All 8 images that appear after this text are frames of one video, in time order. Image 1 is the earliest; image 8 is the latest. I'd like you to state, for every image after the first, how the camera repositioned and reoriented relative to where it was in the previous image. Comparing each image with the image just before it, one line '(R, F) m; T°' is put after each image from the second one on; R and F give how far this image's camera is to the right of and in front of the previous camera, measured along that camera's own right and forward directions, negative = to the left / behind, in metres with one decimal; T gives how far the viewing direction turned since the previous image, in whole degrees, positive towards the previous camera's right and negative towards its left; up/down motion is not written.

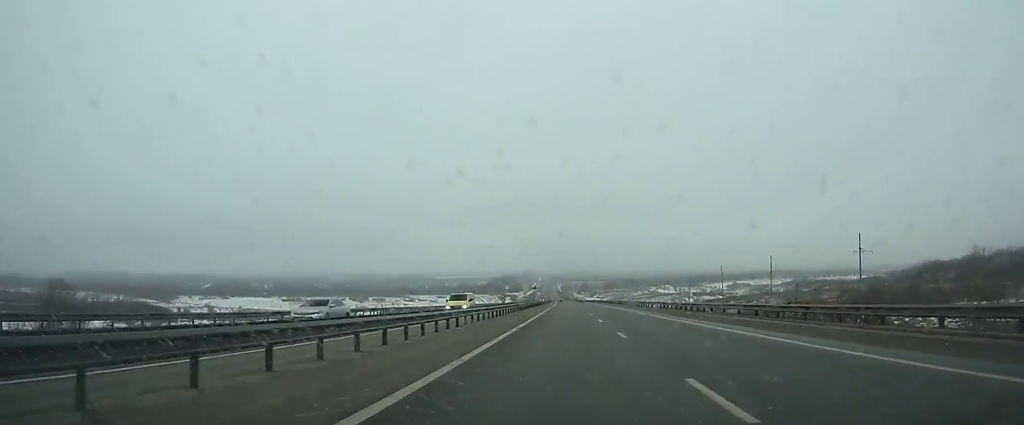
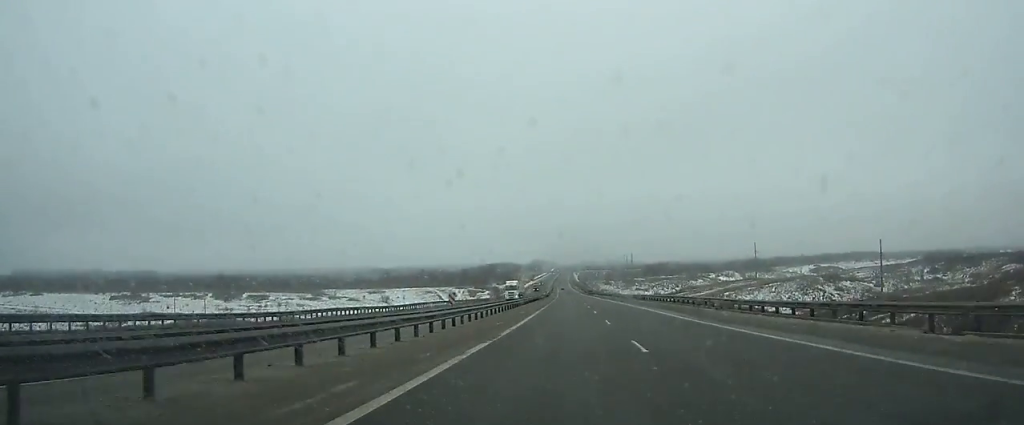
(-3.4, +259.1) m; -2°
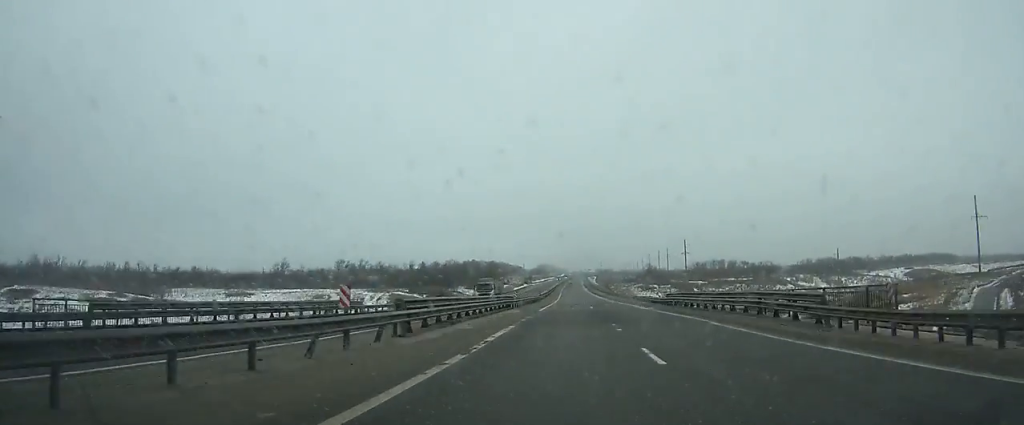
(-1.3, +170.7) m; -1°
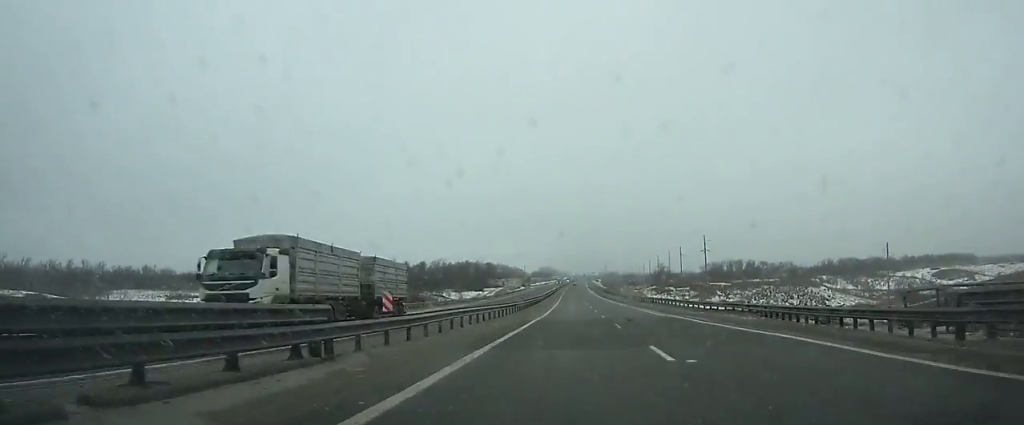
(-0.1, +35.8) m; 0°
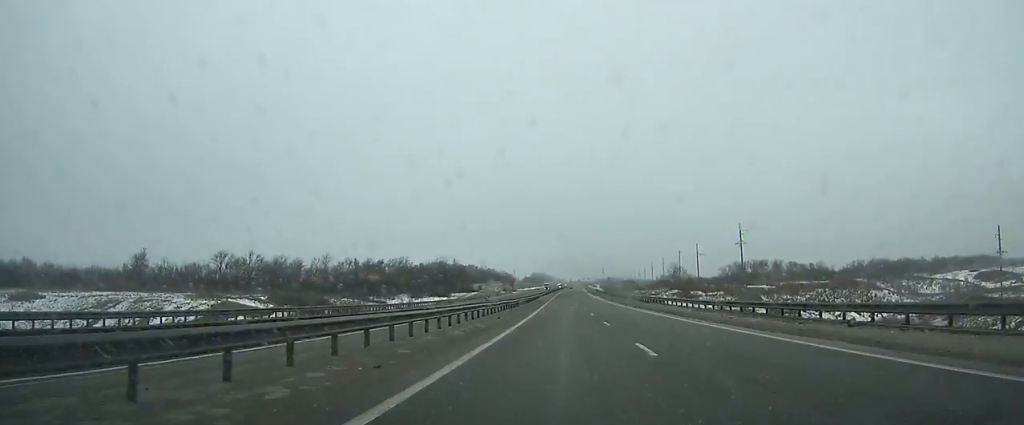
(-0.1, +59.6) m; 0°
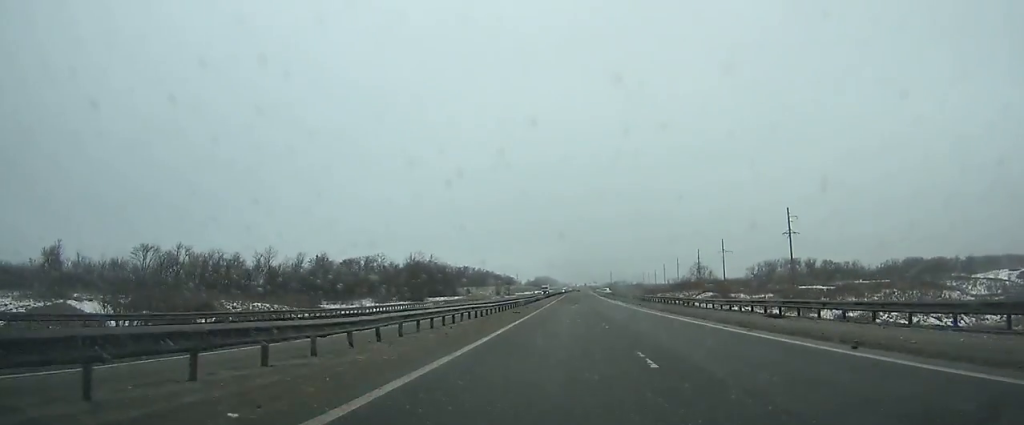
(-0.1, +38.4) m; 0°
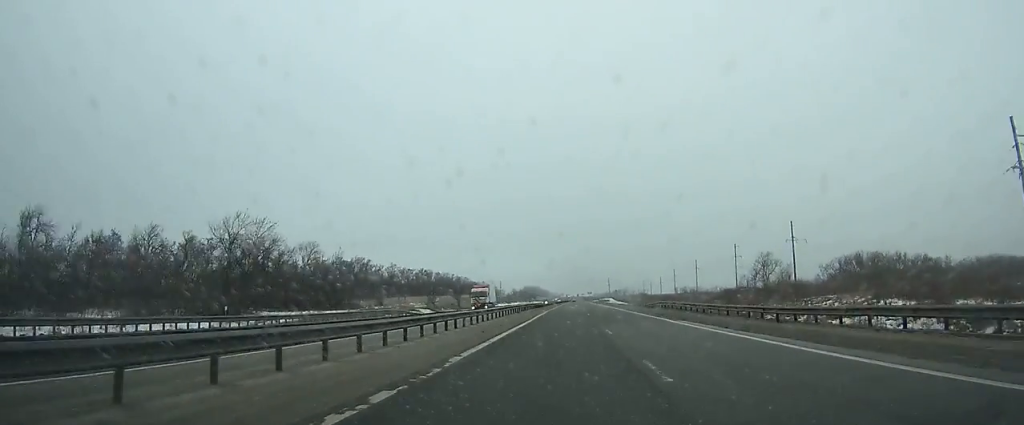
(+0.2, +85.4) m; 0°
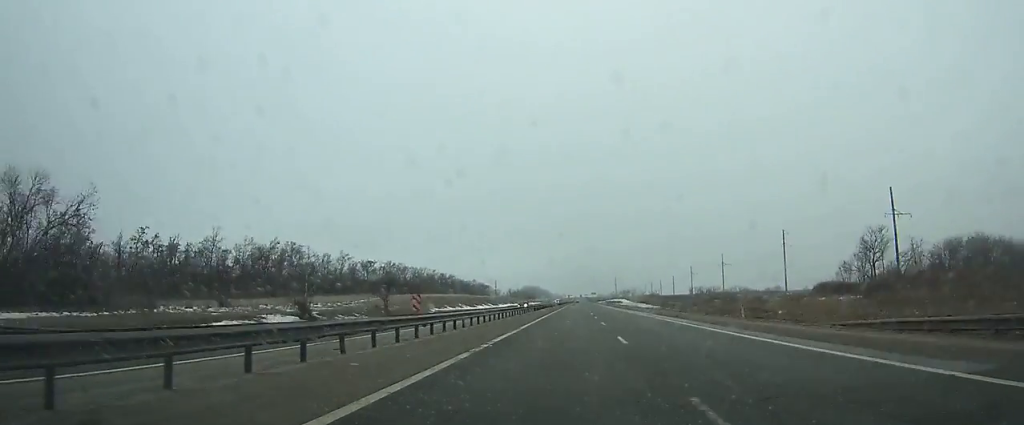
(+0.1, +52.9) m; 0°
